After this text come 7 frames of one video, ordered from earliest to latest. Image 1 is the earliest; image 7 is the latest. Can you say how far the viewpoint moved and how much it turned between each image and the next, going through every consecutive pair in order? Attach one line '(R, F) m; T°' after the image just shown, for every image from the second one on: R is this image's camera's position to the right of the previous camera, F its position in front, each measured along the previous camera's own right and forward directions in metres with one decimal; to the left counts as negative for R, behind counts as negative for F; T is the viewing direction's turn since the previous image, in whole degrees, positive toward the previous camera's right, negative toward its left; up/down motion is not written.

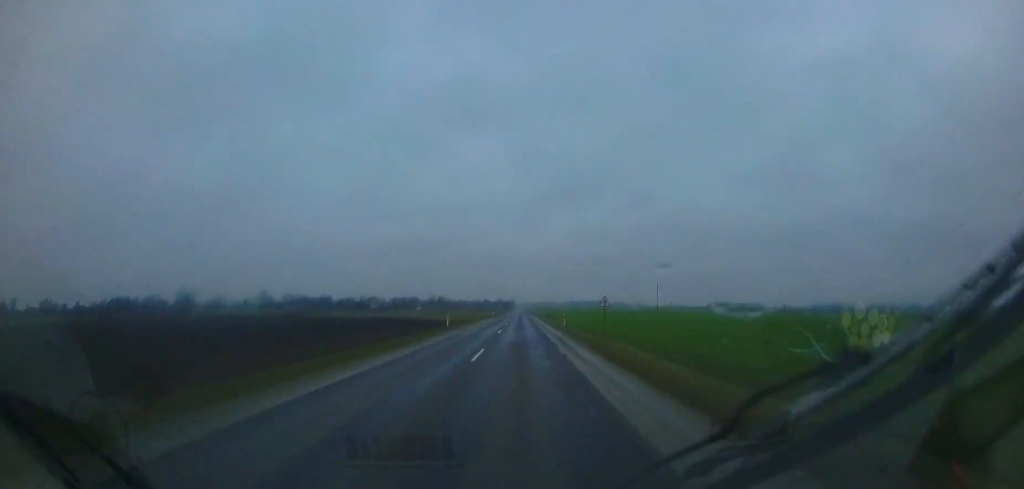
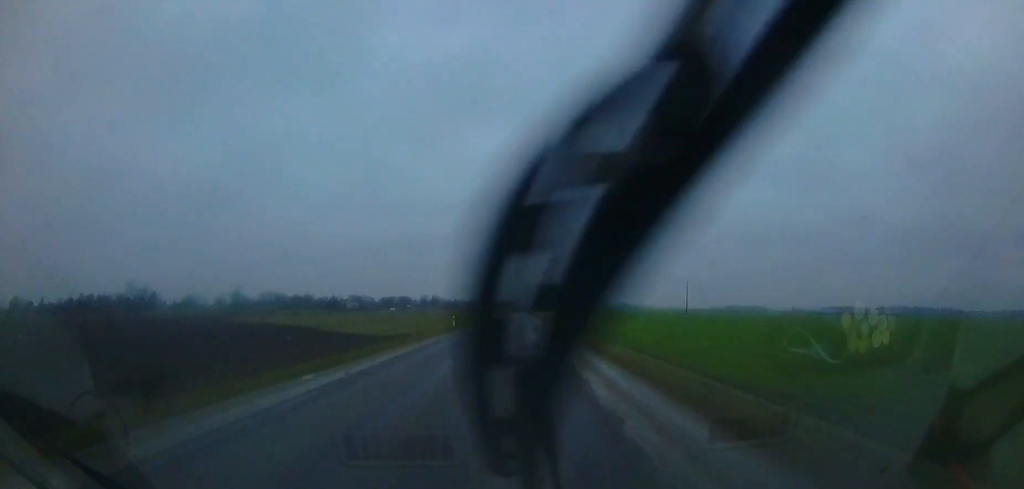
(+0.2, +47.3) m; 0°
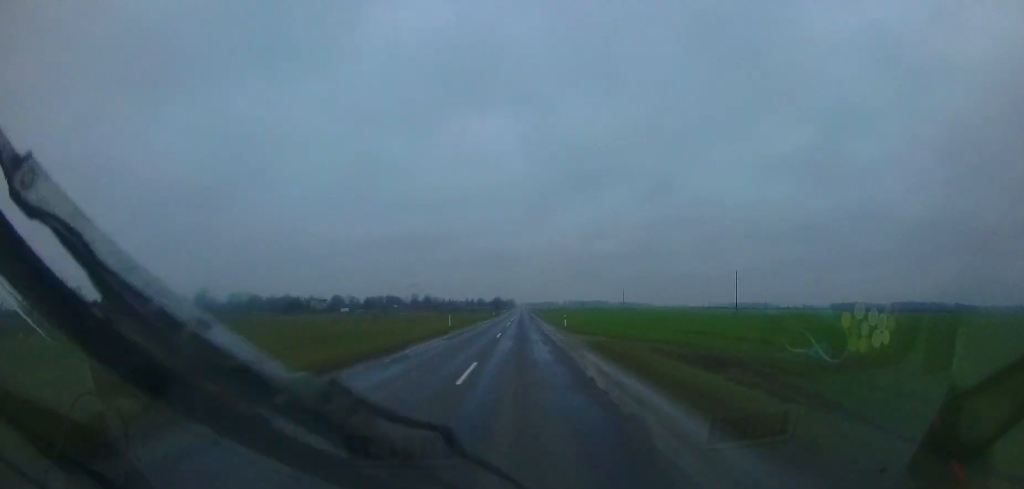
(0.0, +51.7) m; +1°
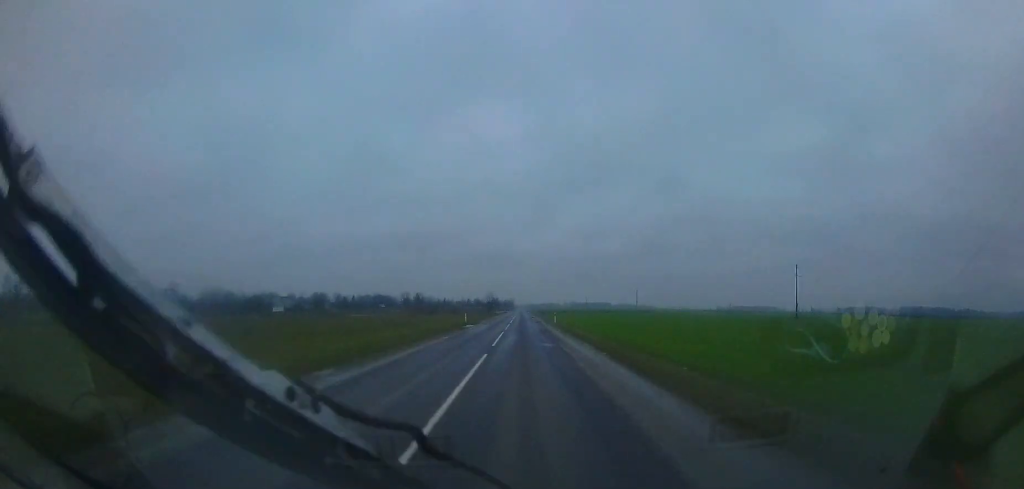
(+0.1, +39.6) m; 0°
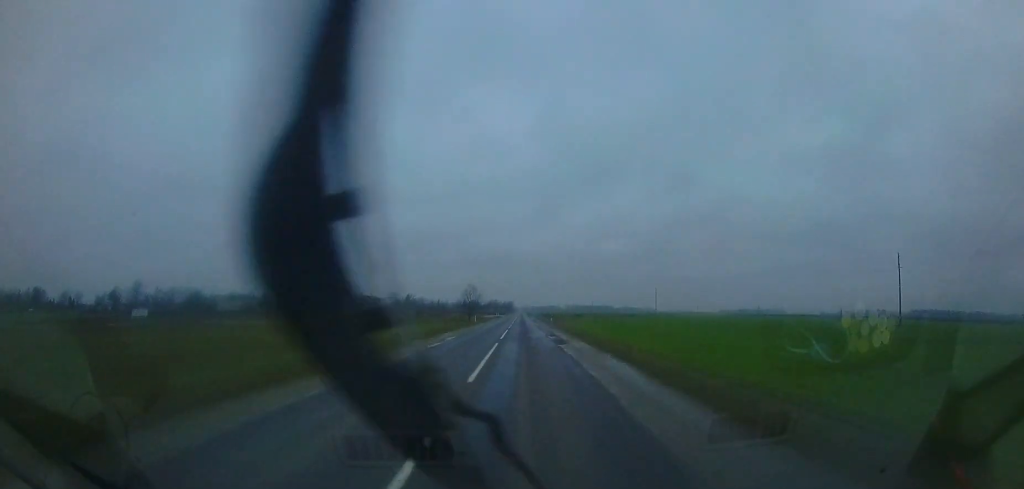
(-0.2, +42.9) m; -1°
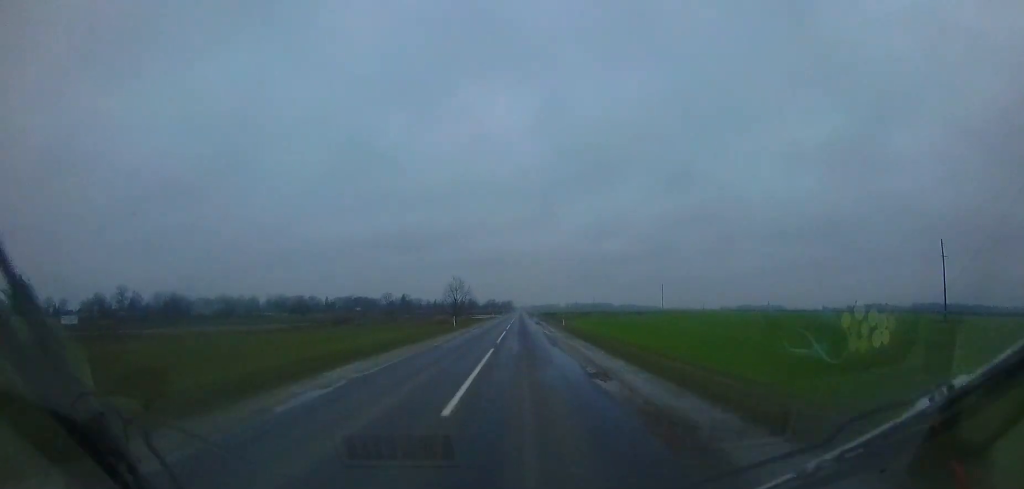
(-0.2, +14.2) m; 0°
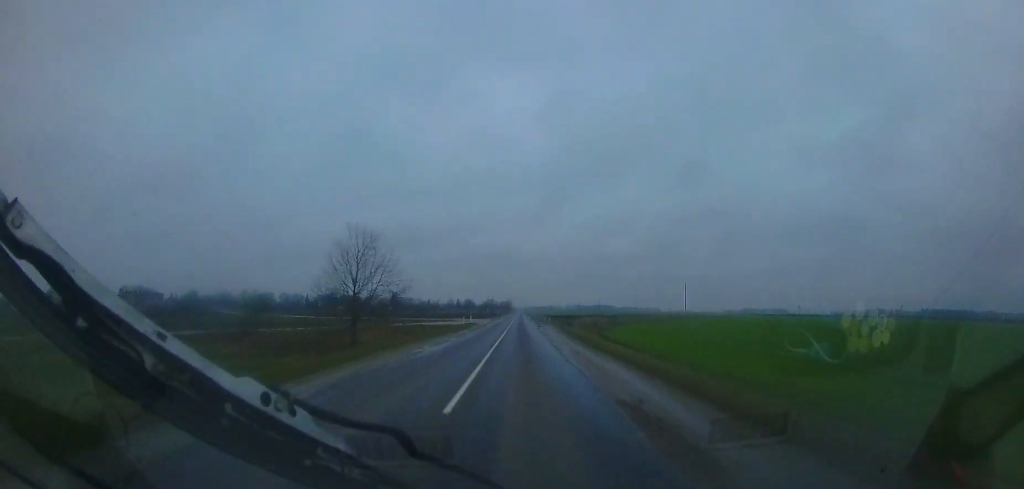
(-0.1, +35.1) m; 0°
